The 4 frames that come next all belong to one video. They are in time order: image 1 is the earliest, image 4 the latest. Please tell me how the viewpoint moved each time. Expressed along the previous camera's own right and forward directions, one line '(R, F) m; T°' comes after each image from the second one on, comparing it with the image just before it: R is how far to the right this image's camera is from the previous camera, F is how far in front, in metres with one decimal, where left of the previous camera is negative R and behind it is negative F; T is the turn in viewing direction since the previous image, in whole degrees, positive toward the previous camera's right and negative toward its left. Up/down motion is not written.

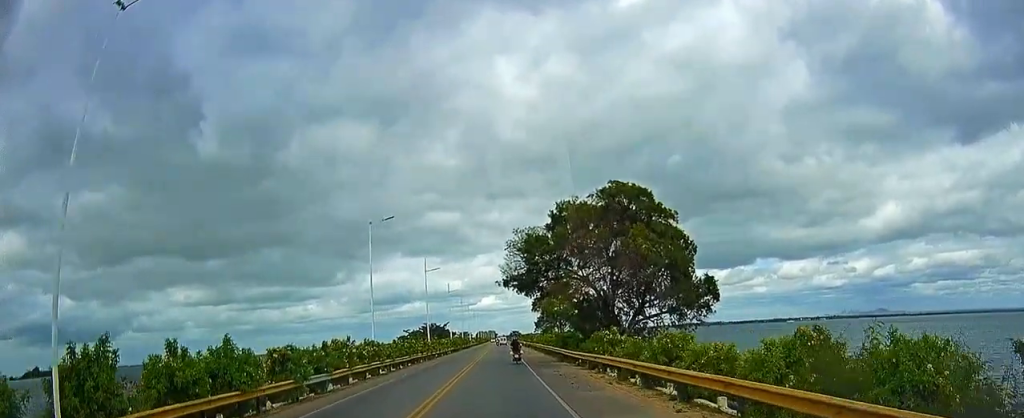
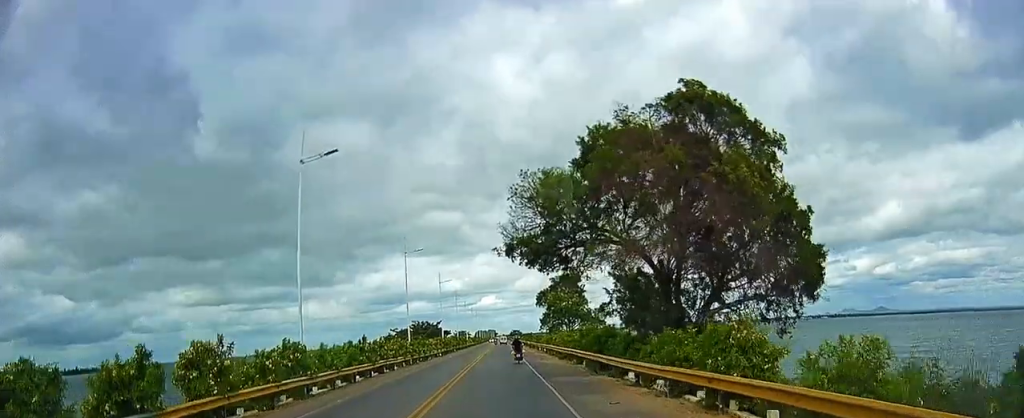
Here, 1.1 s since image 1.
(+0.3, +15.1) m; 0°
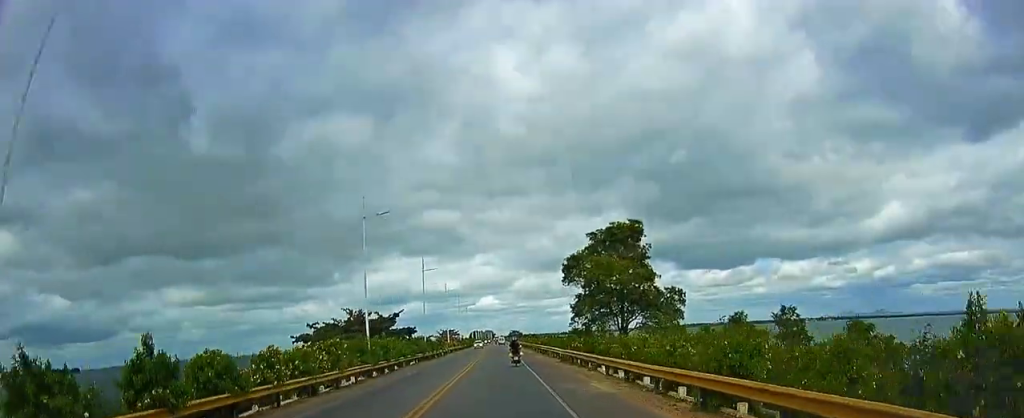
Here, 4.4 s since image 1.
(-0.1, +47.8) m; +1°
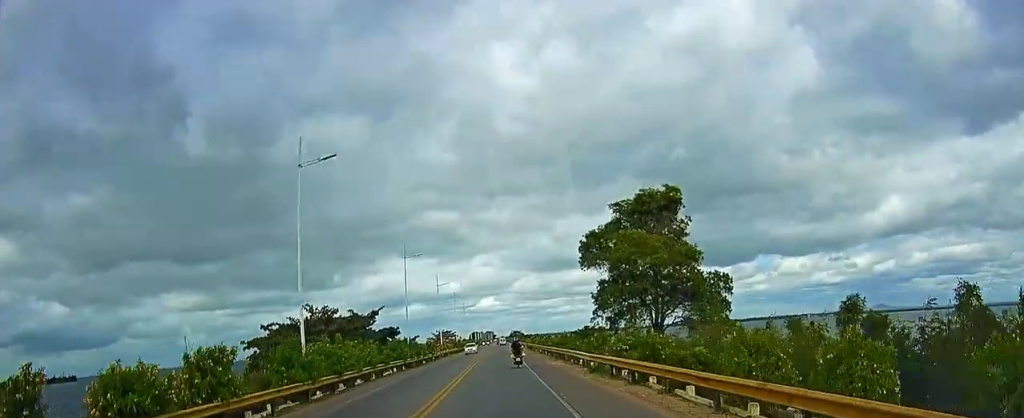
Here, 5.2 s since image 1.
(-0.6, +12.8) m; -2°
